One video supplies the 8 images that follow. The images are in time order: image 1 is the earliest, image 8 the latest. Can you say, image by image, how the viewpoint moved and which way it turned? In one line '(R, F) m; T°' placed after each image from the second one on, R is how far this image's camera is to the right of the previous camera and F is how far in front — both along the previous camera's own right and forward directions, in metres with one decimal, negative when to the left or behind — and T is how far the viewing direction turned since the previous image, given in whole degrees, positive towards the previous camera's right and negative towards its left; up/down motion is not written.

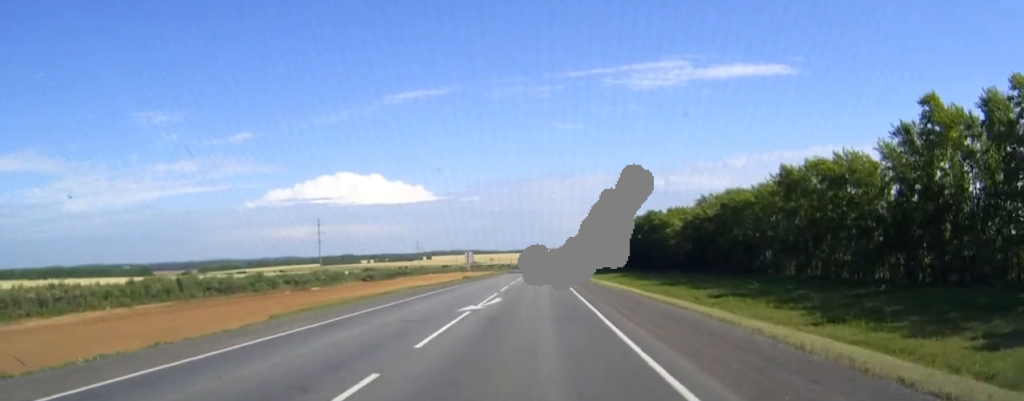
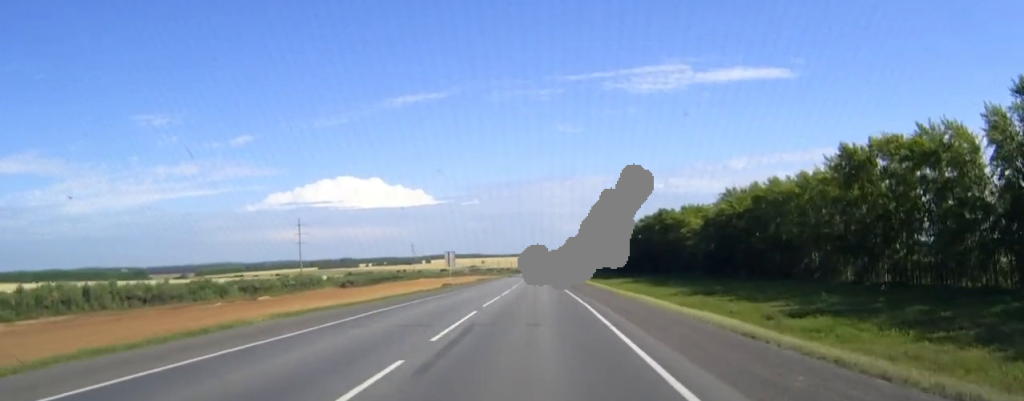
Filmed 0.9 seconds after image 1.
(0.0, +22.4) m; 0°
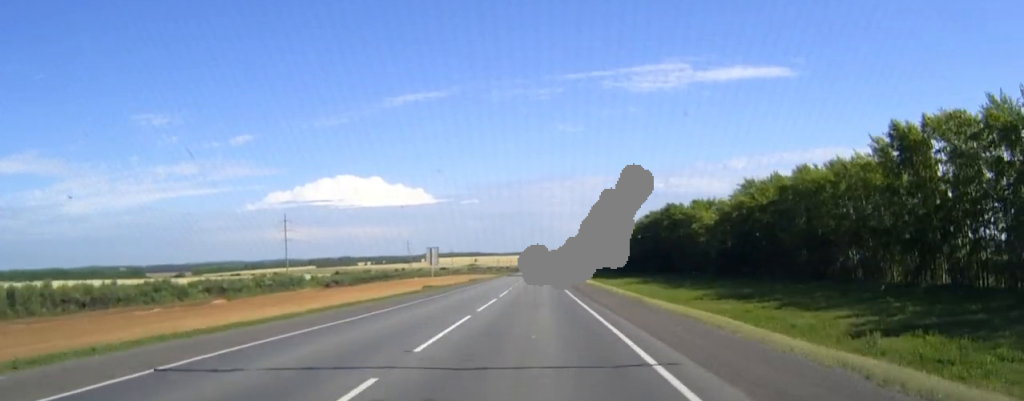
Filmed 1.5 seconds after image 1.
(0.0, +13.6) m; 0°
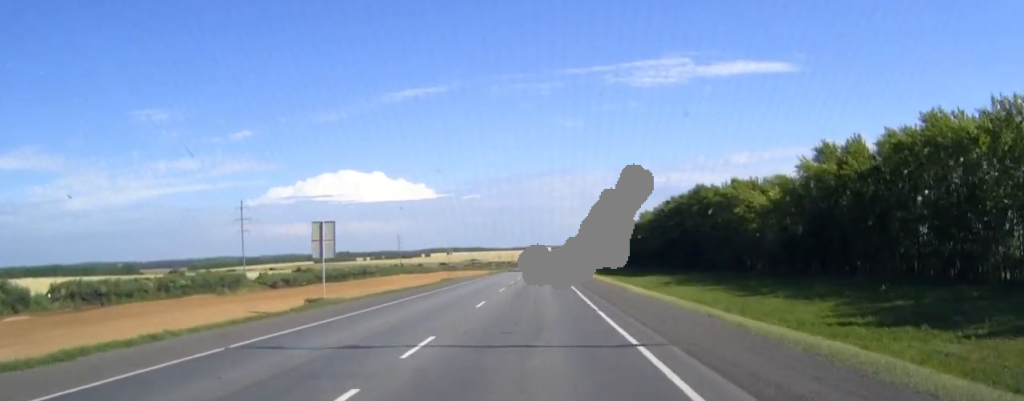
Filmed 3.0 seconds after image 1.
(0.0, +36.7) m; 0°
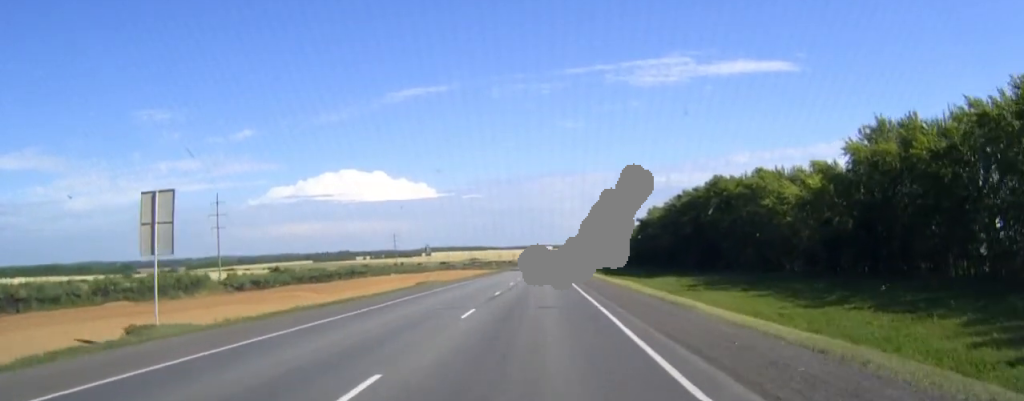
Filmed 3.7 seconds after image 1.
(0.0, +16.6) m; 0°
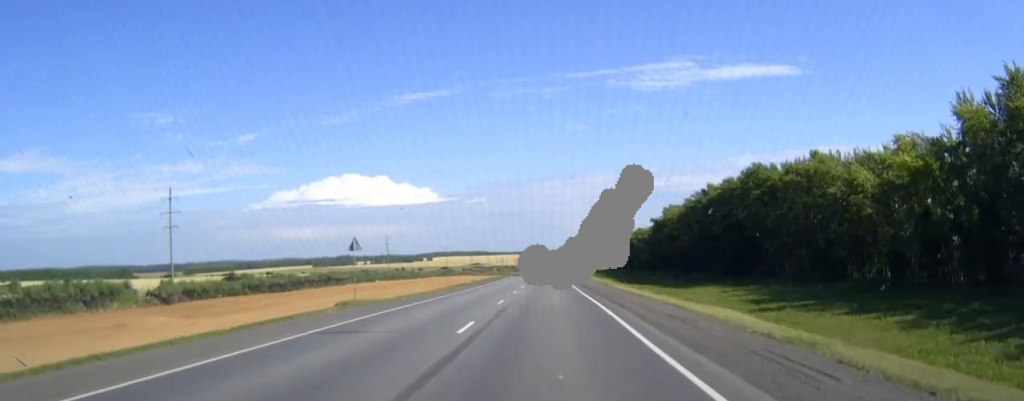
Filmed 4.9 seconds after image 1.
(0.0, +26.6) m; 0°
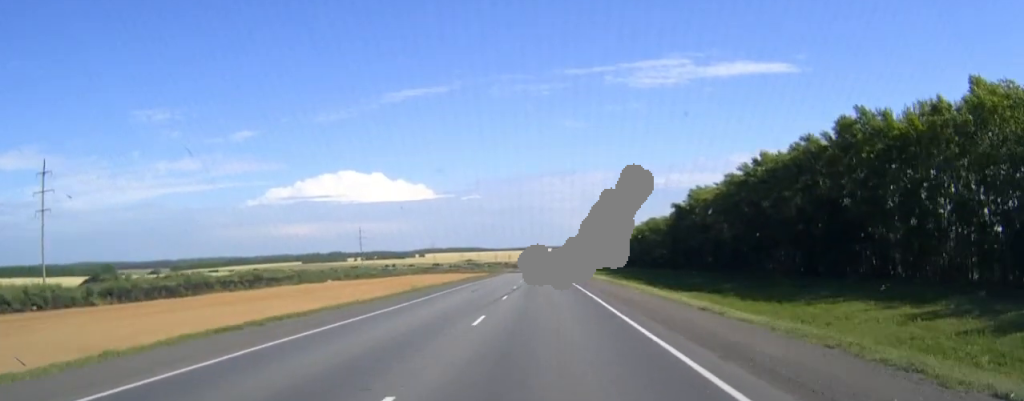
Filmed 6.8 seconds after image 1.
(0.0, +46.0) m; 0°
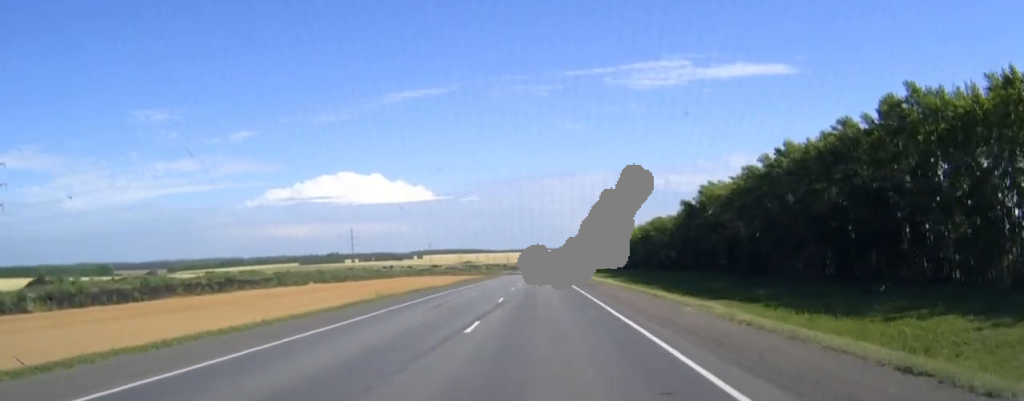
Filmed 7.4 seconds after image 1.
(0.0, +13.3) m; 0°
